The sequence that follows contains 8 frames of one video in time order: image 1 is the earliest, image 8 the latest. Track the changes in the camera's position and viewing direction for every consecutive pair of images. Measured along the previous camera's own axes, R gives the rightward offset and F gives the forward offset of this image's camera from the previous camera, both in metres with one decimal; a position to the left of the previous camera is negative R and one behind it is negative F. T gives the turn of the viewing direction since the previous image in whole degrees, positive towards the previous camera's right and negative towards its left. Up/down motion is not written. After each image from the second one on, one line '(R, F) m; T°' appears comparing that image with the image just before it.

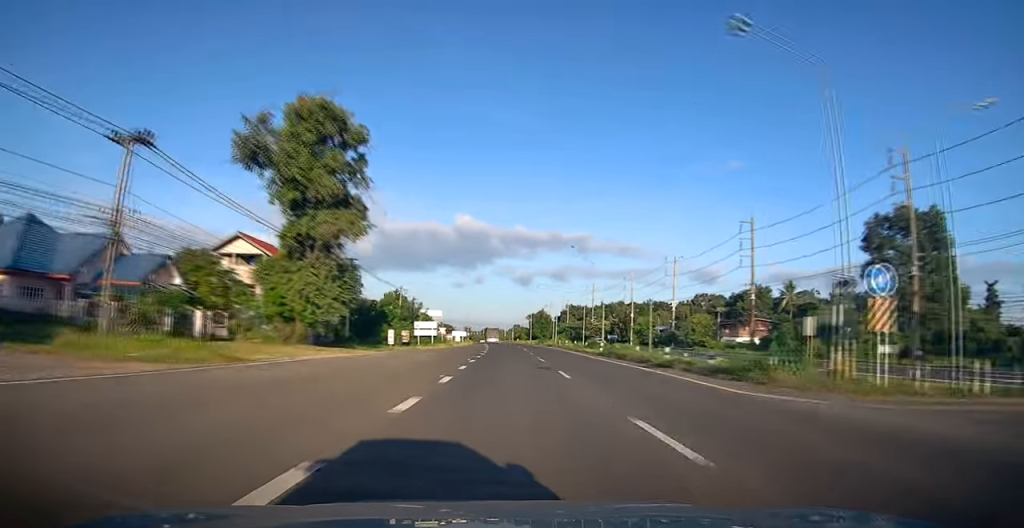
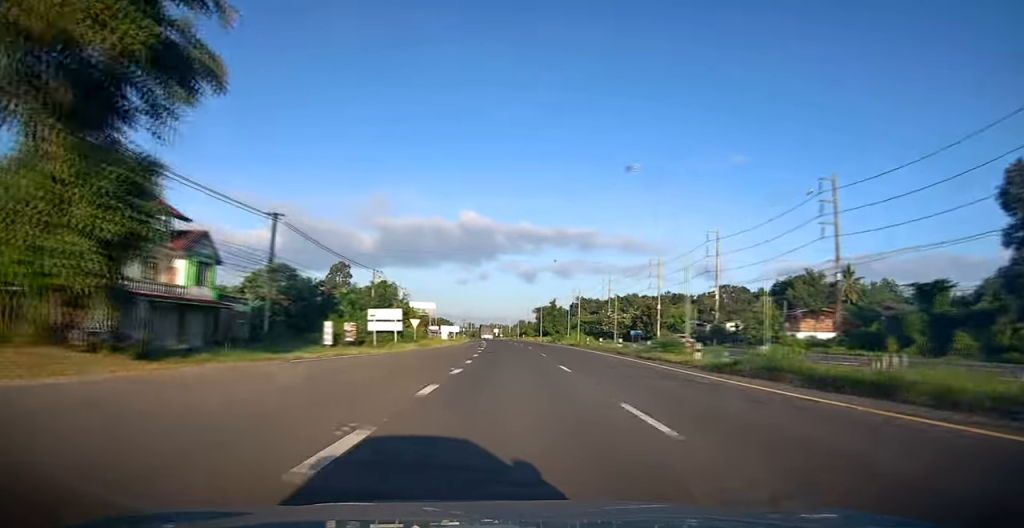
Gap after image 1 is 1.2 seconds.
(-0.1, +22.6) m; 0°
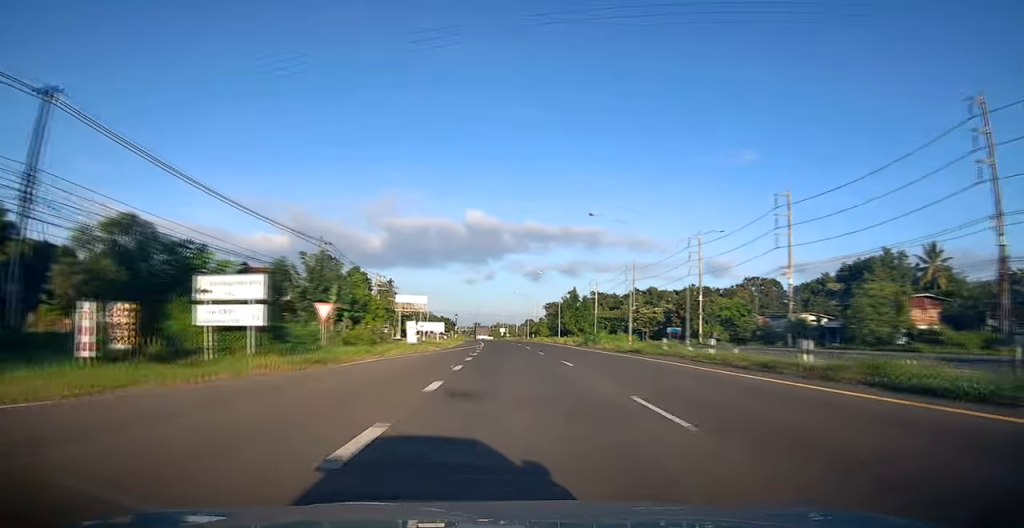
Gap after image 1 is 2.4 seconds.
(0.0, +24.1) m; 0°
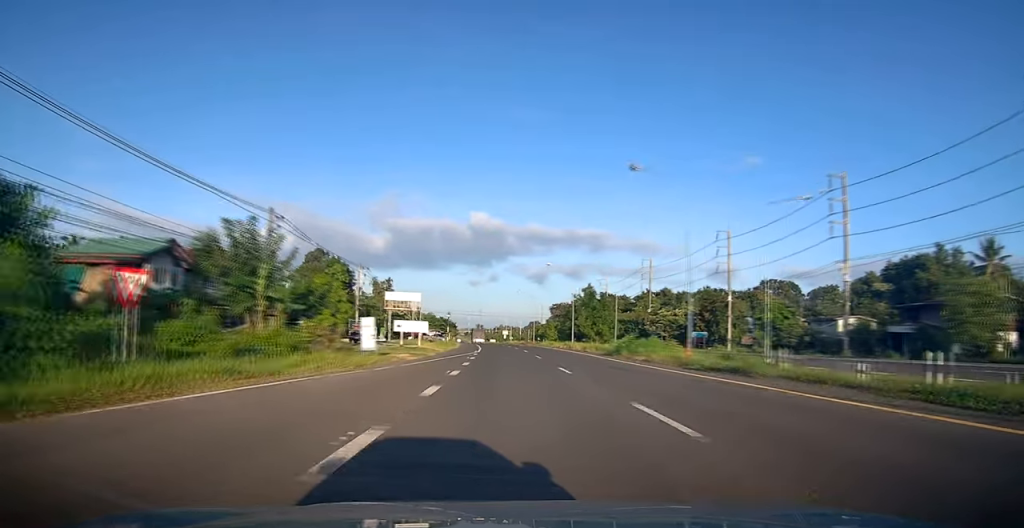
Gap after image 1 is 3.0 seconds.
(-0.1, +12.3) m; 0°
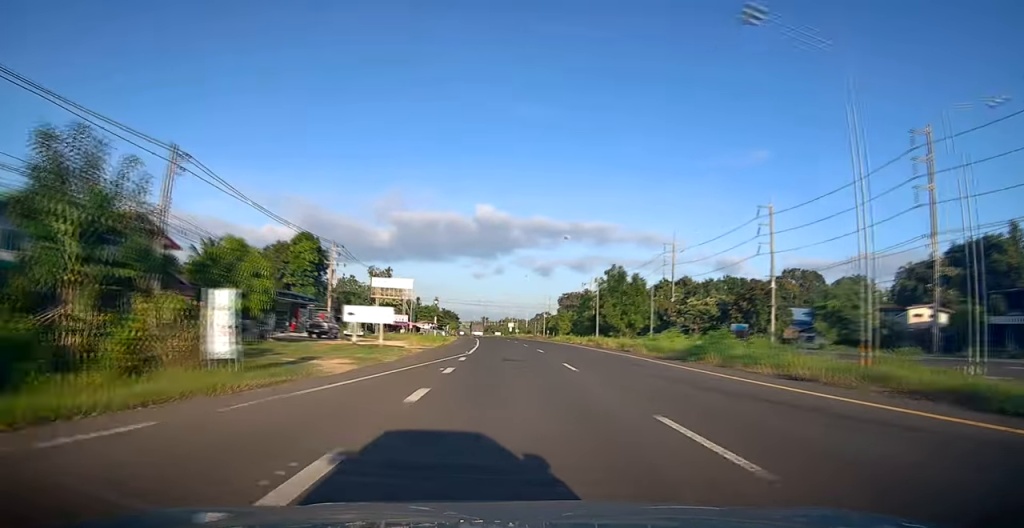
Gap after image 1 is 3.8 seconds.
(0.0, +13.8) m; 0°
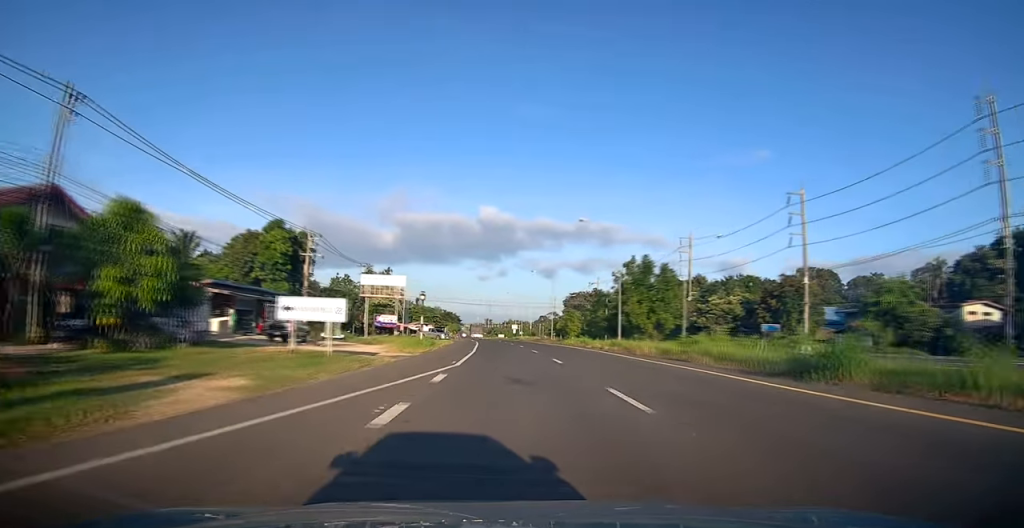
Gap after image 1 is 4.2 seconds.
(+0.1, +8.4) m; 0°
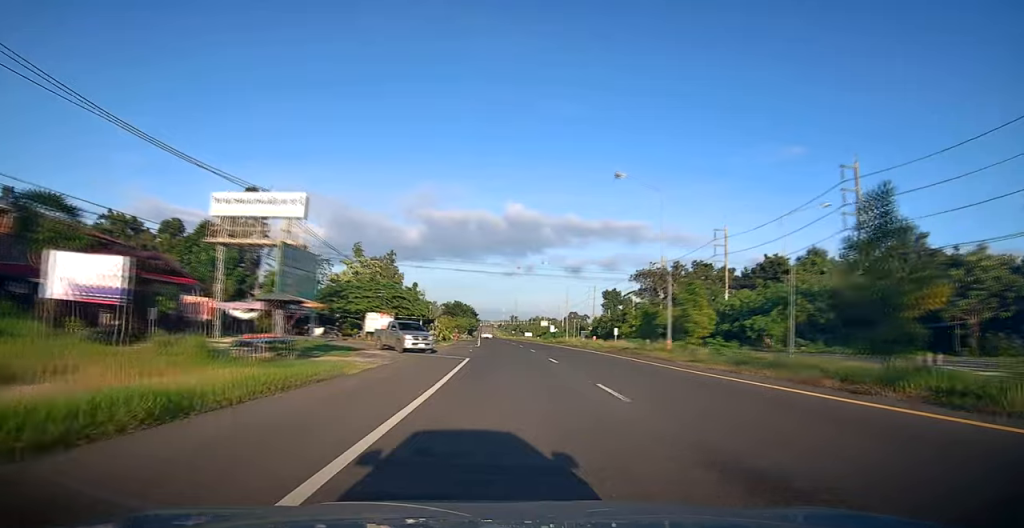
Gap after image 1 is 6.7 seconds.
(-0.5, +46.3) m; -2°
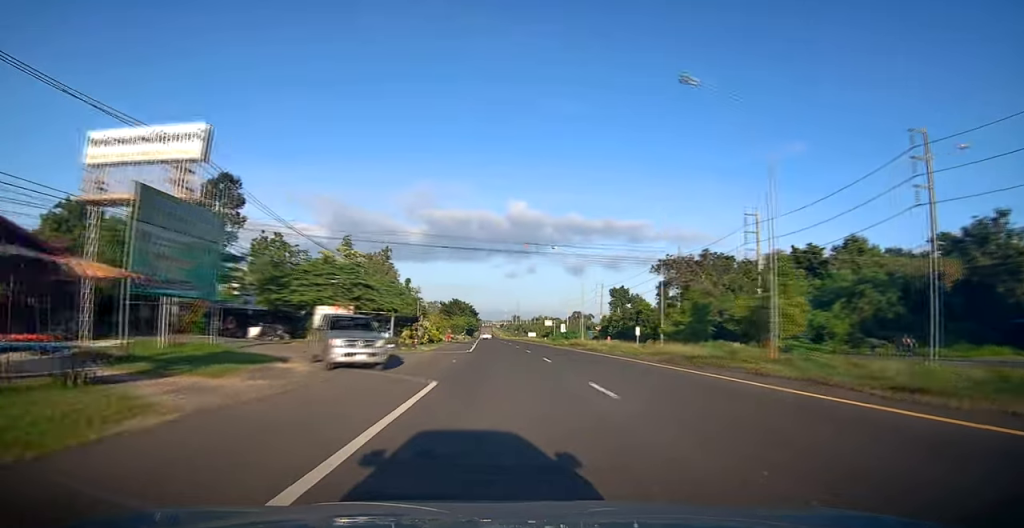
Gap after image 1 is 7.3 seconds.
(-0.2, +11.8) m; -1°
